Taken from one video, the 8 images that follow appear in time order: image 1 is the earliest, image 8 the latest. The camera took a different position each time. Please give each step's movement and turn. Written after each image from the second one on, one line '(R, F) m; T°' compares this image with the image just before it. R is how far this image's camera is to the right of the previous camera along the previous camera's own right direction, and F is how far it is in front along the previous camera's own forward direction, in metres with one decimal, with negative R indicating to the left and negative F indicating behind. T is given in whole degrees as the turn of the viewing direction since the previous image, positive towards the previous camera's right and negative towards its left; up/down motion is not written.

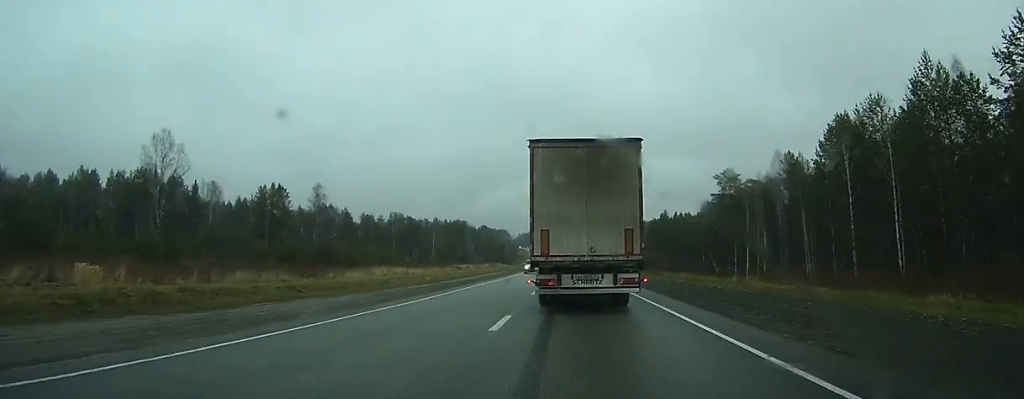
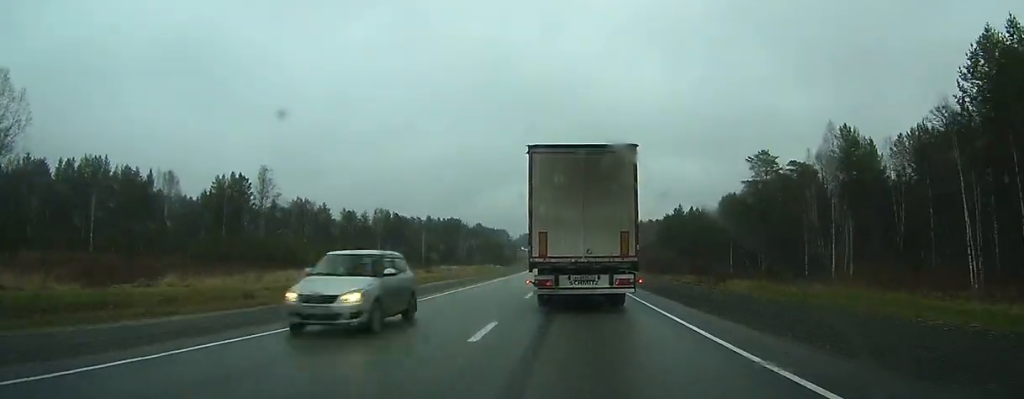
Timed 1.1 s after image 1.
(0.0, +25.8) m; 0°
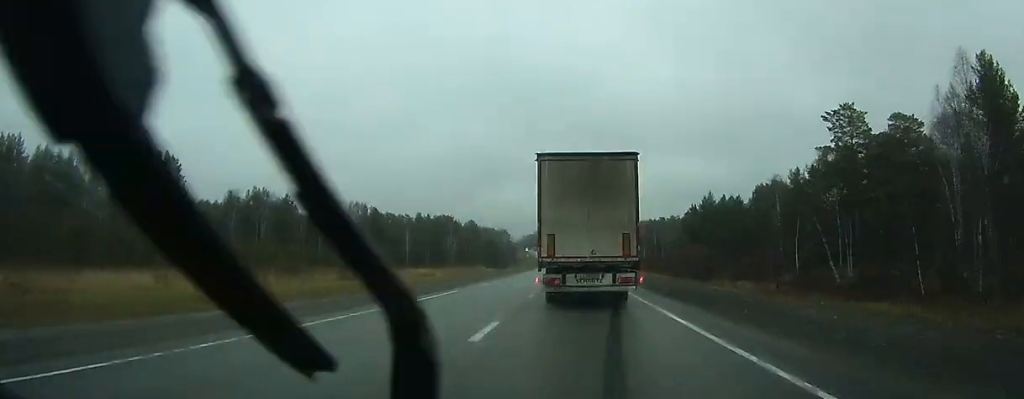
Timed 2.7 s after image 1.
(0.0, +36.4) m; 0°
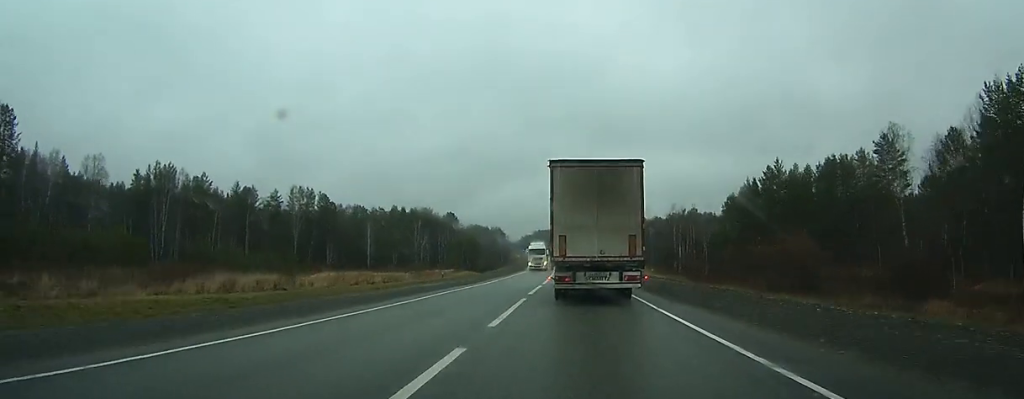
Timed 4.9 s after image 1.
(0.0, +50.4) m; 0°
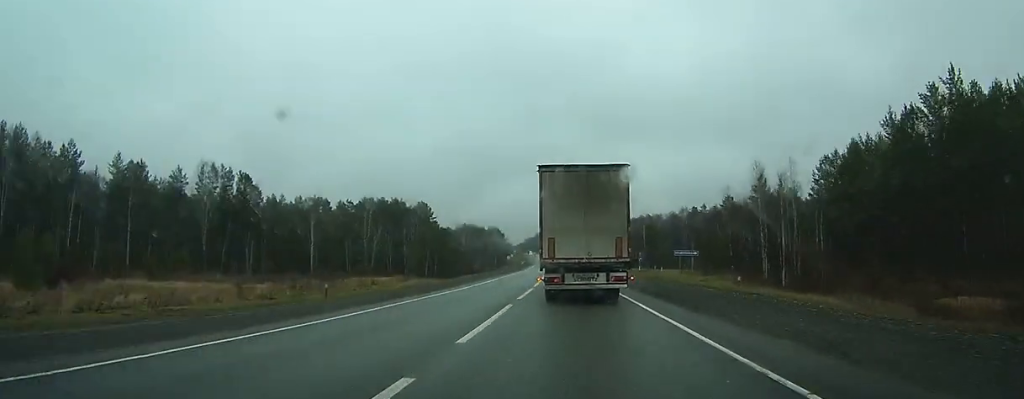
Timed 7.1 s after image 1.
(-0.1, +49.5) m; 0°
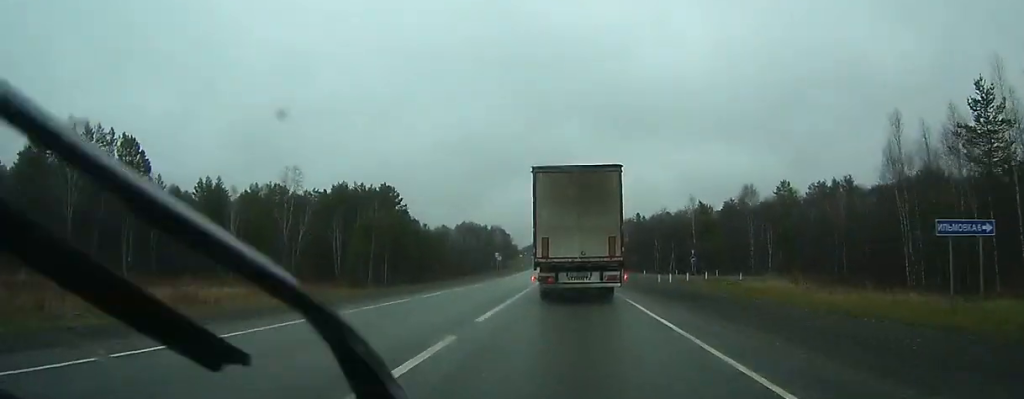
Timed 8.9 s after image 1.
(+0.1, +43.7) m; -1°
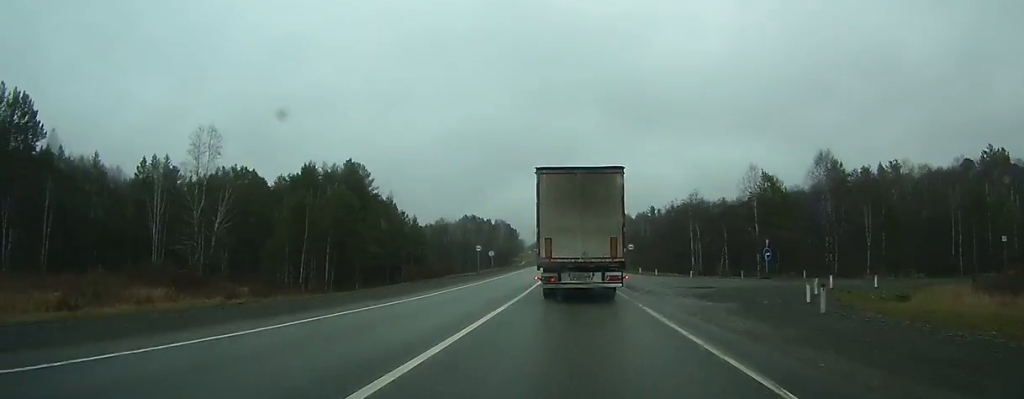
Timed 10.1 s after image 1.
(-0.4, +26.7) m; -1°
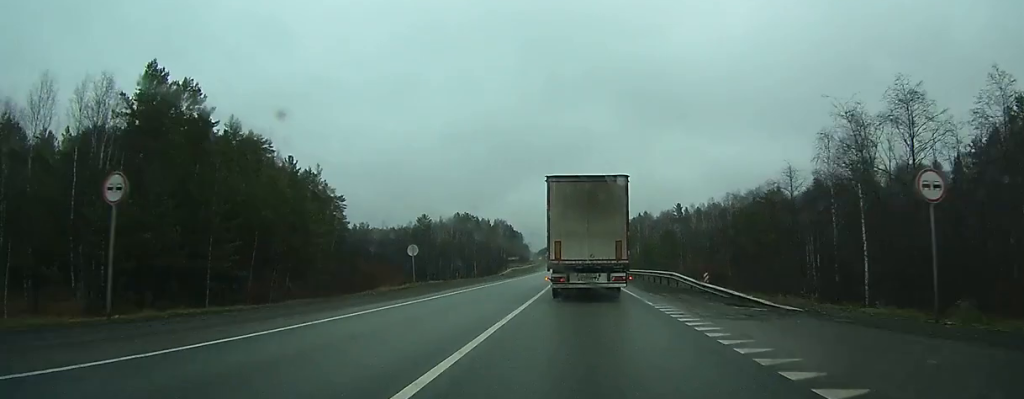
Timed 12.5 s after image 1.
(-0.7, +58.3) m; -1°
